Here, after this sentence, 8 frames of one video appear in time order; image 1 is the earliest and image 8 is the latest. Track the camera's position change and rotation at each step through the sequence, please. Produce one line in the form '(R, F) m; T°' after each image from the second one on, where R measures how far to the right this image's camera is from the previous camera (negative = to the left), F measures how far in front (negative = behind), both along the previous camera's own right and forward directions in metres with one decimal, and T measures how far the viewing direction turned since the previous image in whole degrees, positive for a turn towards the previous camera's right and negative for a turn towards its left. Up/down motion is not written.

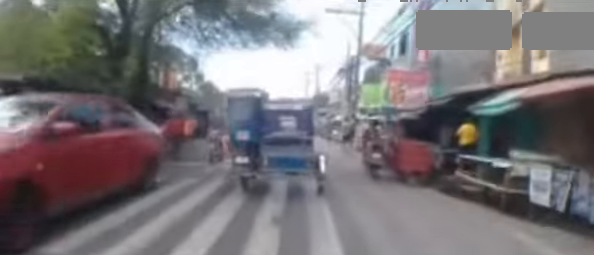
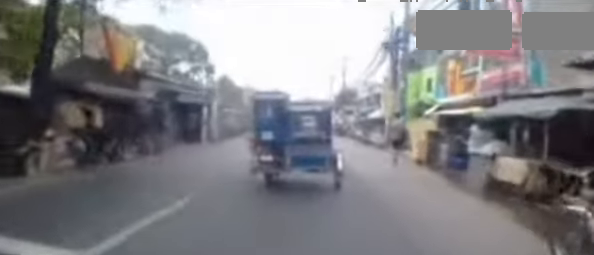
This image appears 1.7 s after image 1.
(0.0, +6.1) m; -3°
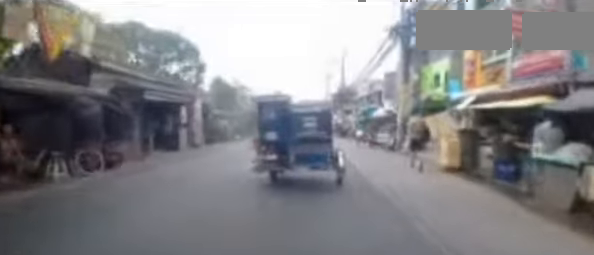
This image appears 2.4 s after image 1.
(-0.1, +2.6) m; -1°
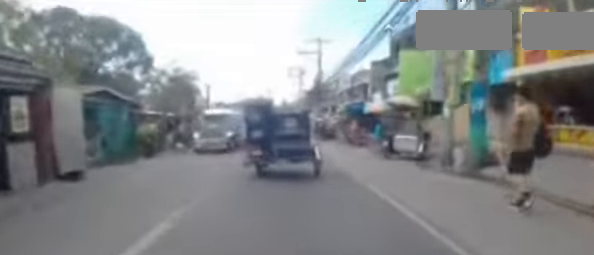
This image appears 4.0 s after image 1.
(+0.3, +7.8) m; +5°
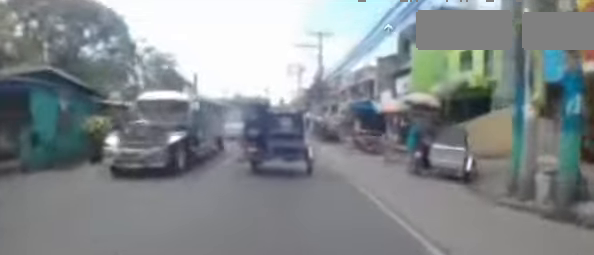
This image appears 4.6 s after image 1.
(+0.1, +3.2) m; +2°
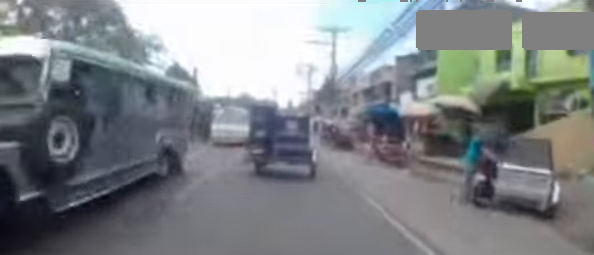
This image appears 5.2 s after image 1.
(0.0, +2.6) m; +1°
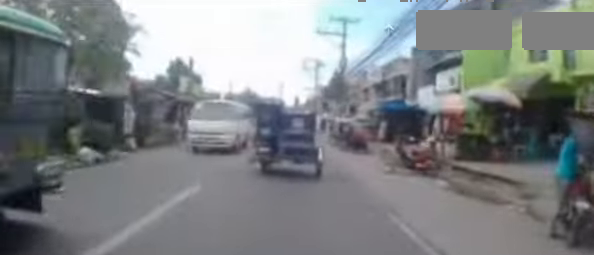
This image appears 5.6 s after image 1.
(0.0, +2.0) m; -2°
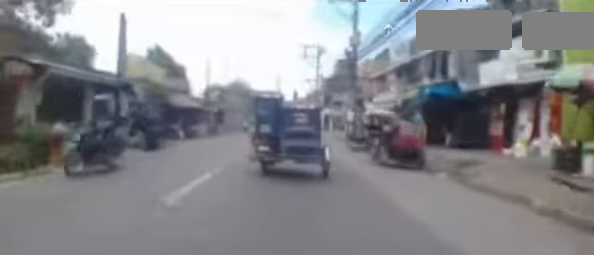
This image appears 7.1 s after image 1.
(-0.5, +7.1) m; -5°
